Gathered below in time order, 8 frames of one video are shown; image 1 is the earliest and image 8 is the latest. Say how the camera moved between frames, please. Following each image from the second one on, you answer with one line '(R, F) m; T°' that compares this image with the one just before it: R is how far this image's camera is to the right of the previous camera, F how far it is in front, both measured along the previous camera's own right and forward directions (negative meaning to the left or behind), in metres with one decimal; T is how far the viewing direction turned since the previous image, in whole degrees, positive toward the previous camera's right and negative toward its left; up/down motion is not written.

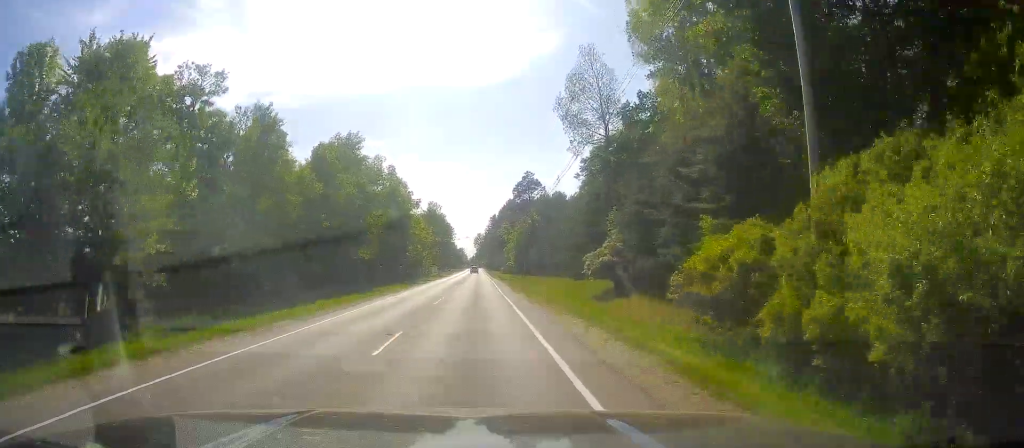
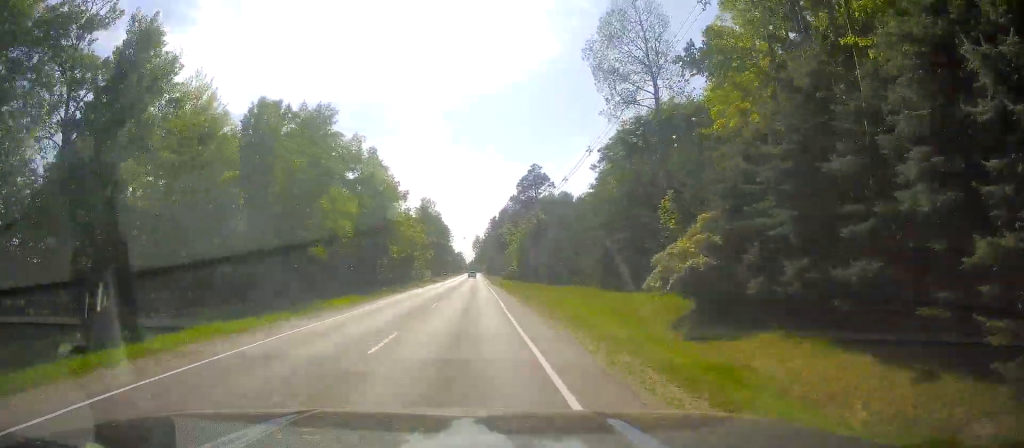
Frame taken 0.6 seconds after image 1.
(-0.1, +14.5) m; 0°
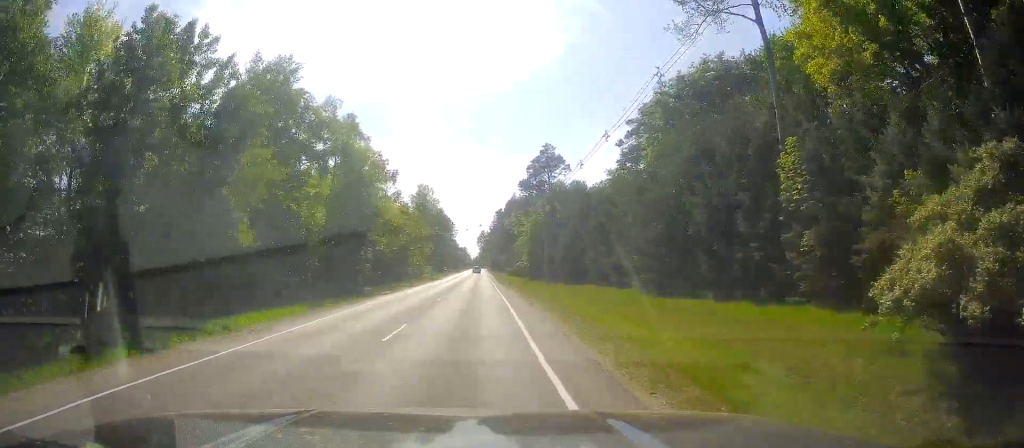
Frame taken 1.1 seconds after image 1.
(-0.2, +13.6) m; -1°
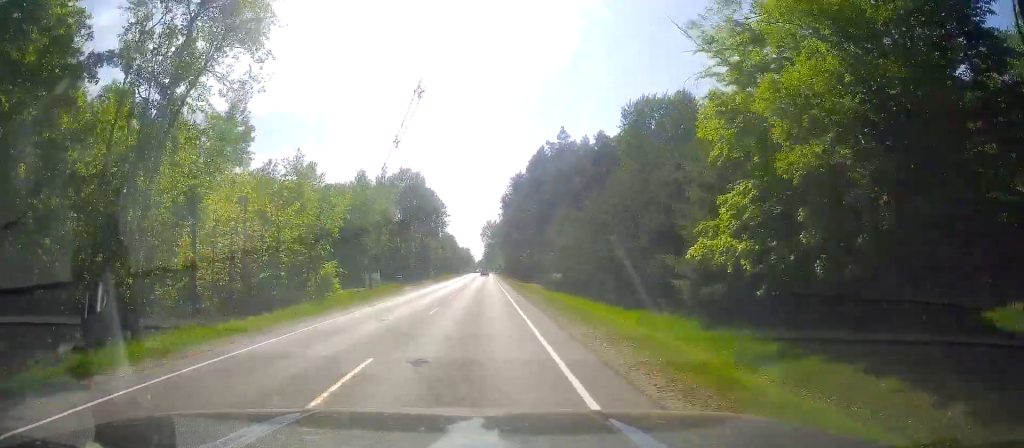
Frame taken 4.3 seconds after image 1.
(-0.2, +82.8) m; 0°
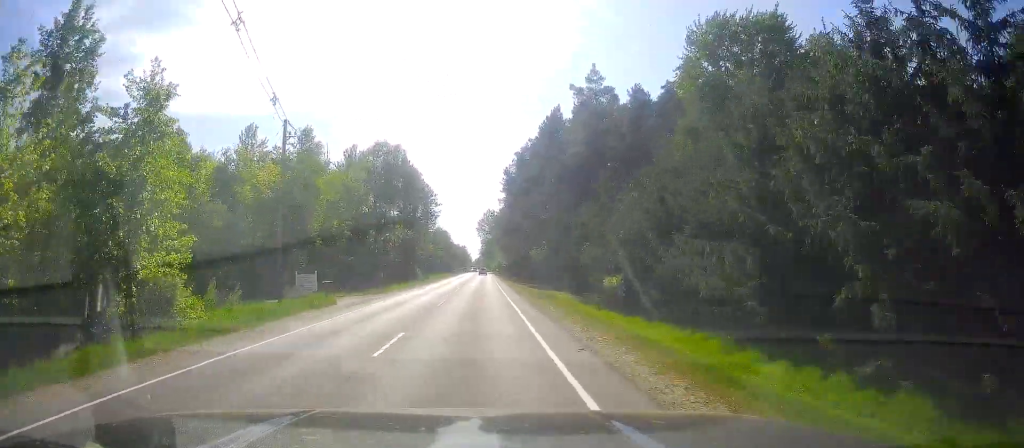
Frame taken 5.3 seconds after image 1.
(0.0, +25.4) m; 0°
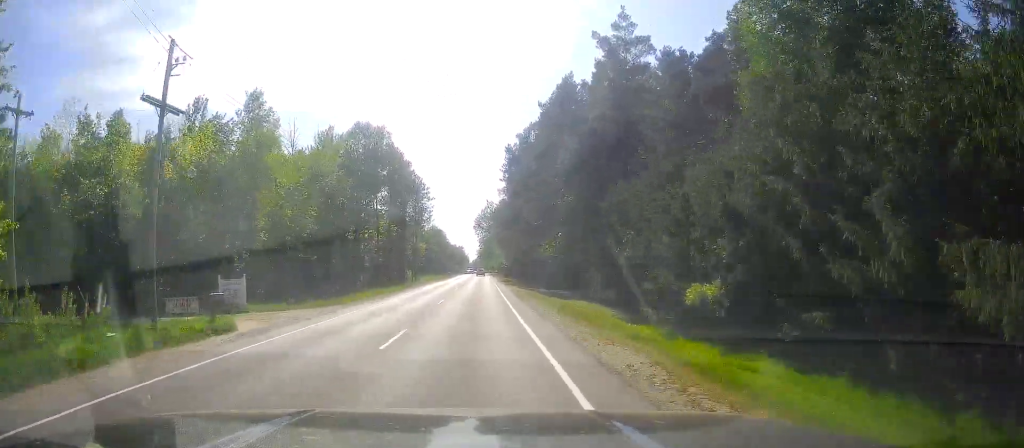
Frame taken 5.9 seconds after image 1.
(0.0, +13.7) m; 0°
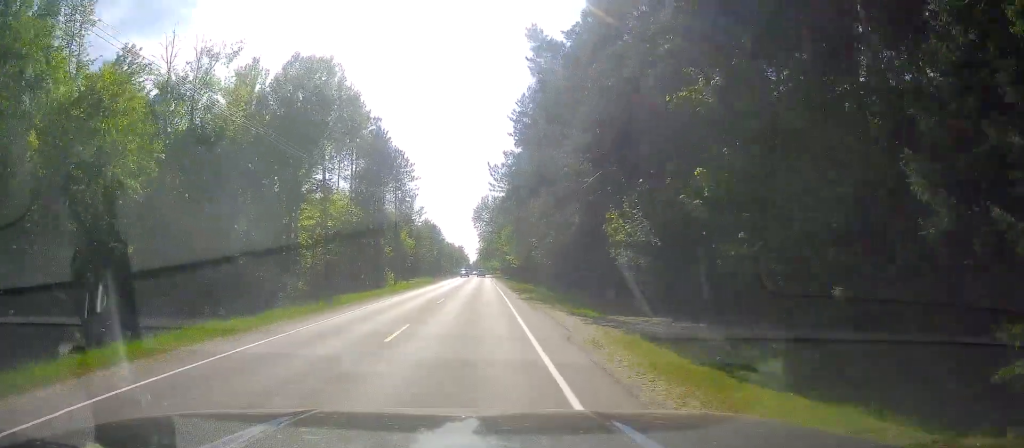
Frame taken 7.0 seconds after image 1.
(0.0, +29.3) m; 0°
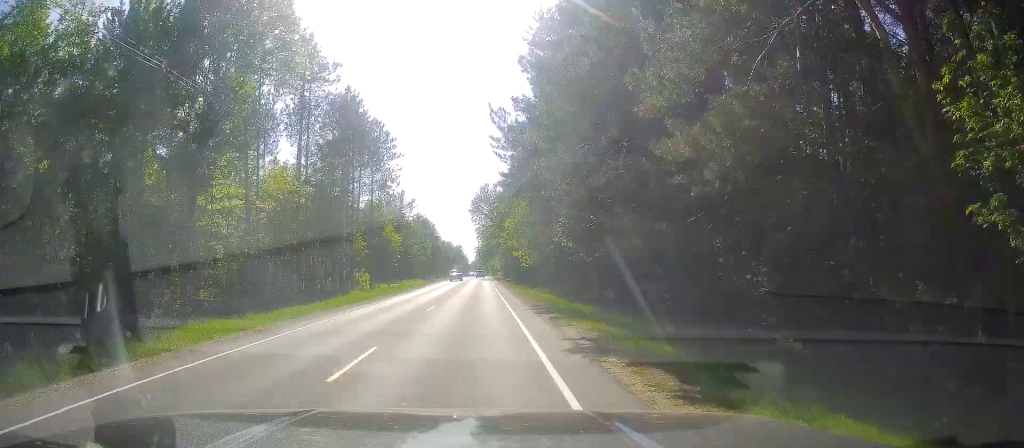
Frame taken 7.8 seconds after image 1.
(0.0, +20.0) m; 0°
